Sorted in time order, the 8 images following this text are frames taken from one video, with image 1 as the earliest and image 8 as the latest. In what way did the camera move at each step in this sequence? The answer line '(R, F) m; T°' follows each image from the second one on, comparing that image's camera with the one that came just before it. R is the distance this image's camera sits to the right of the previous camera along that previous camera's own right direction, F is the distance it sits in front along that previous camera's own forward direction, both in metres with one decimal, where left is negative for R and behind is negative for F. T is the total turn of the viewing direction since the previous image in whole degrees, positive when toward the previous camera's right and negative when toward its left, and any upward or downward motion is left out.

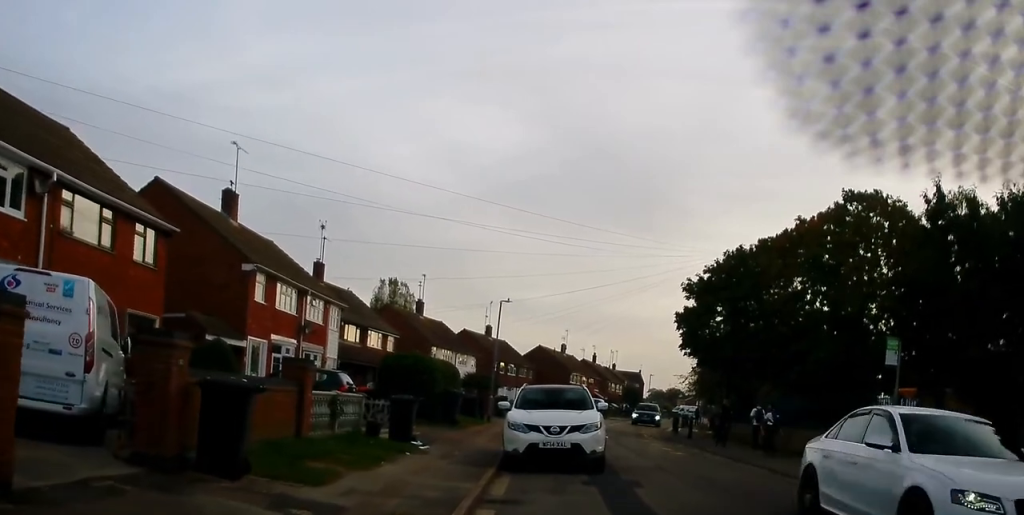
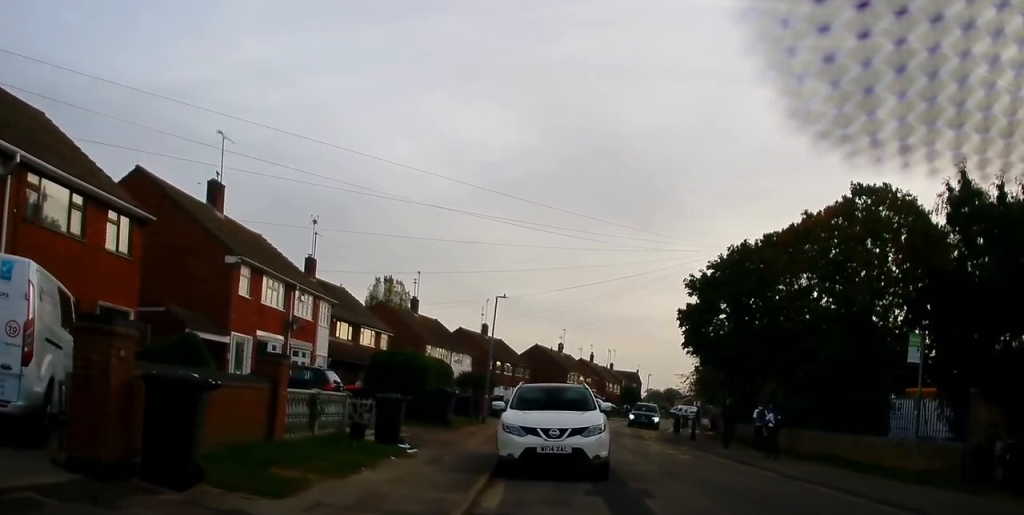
(-0.1, +1.4) m; -2°
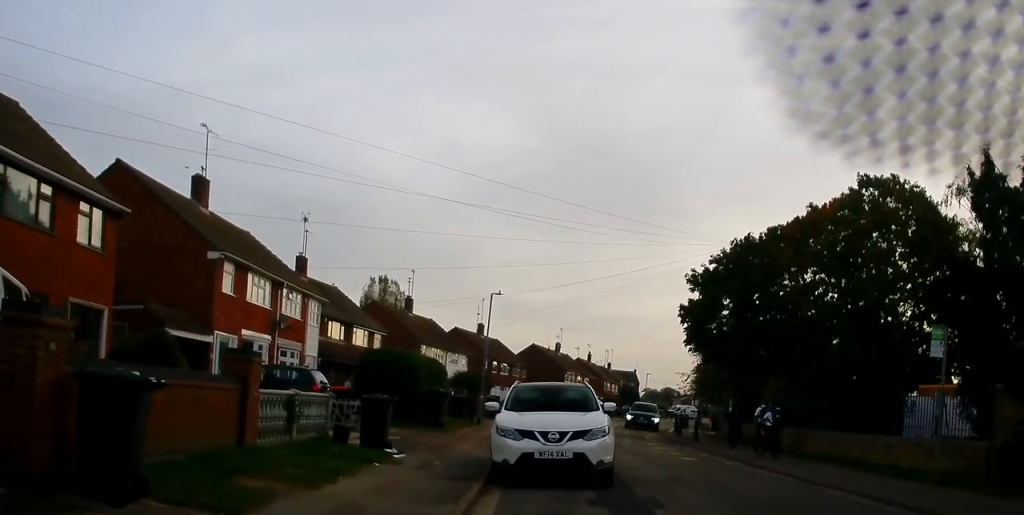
(0.0, +1.3) m; -3°
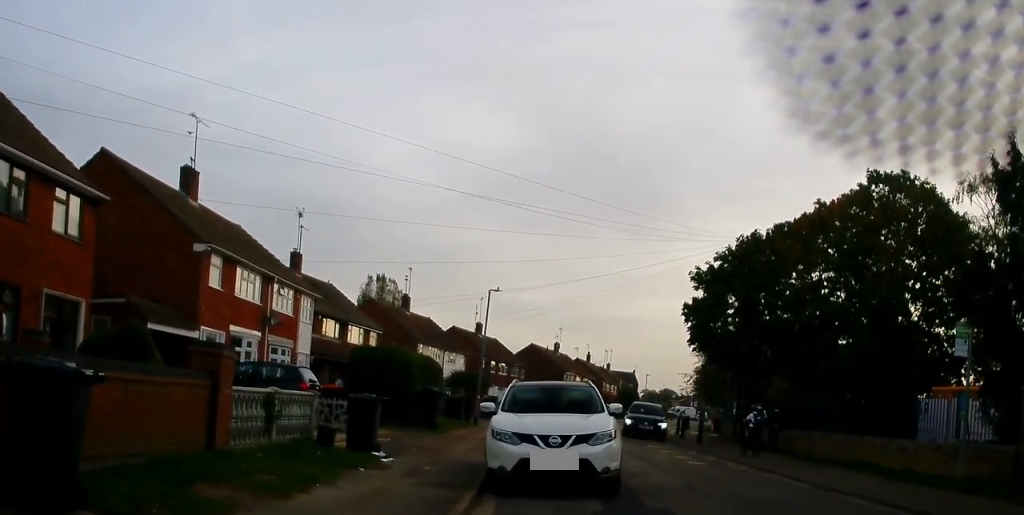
(-0.1, +1.8) m; -5°
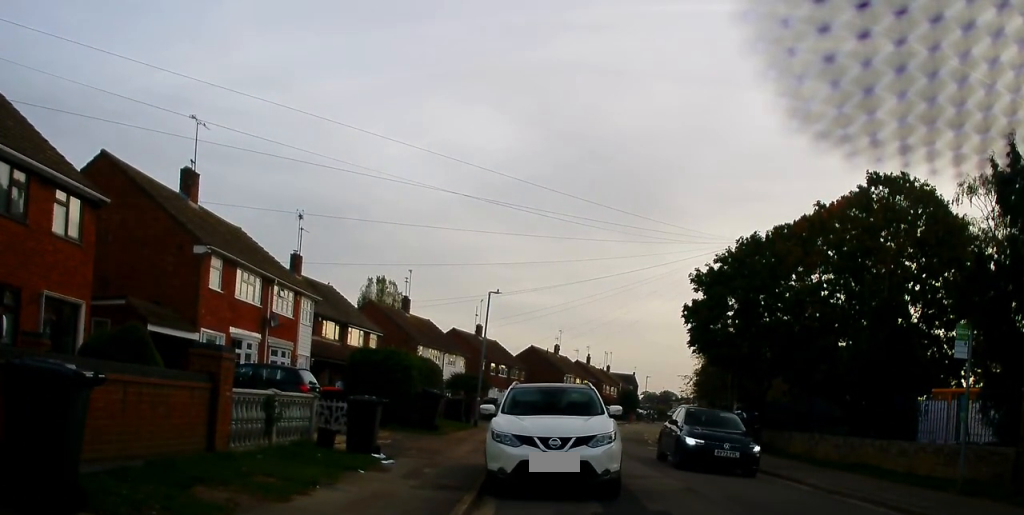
(-0.1, +0.4) m; 0°
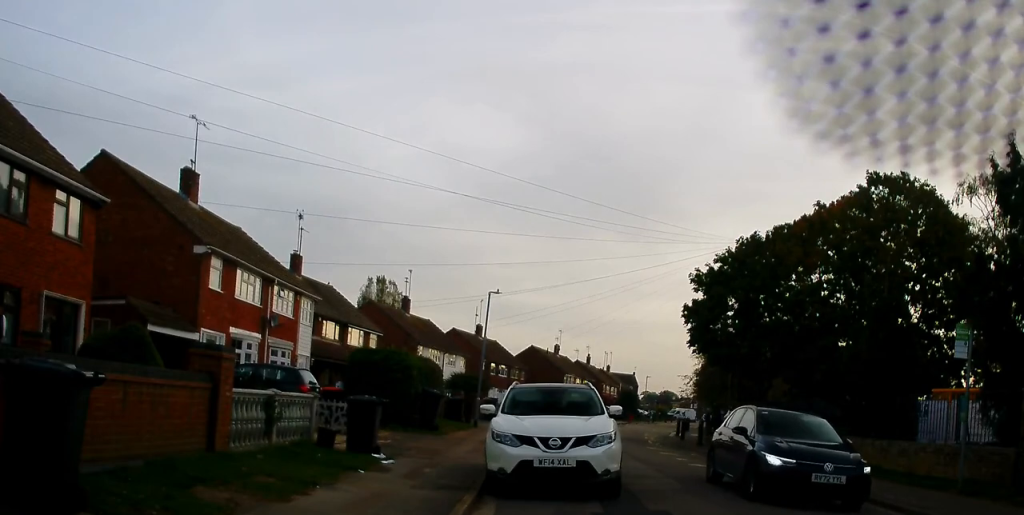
(0.0, 0.0) m; 0°
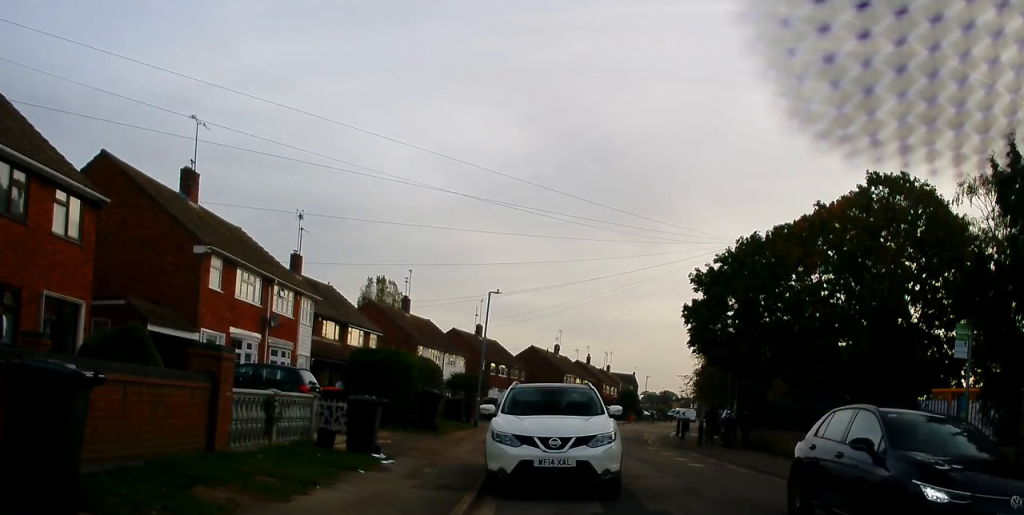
(0.0, 0.0) m; 0°
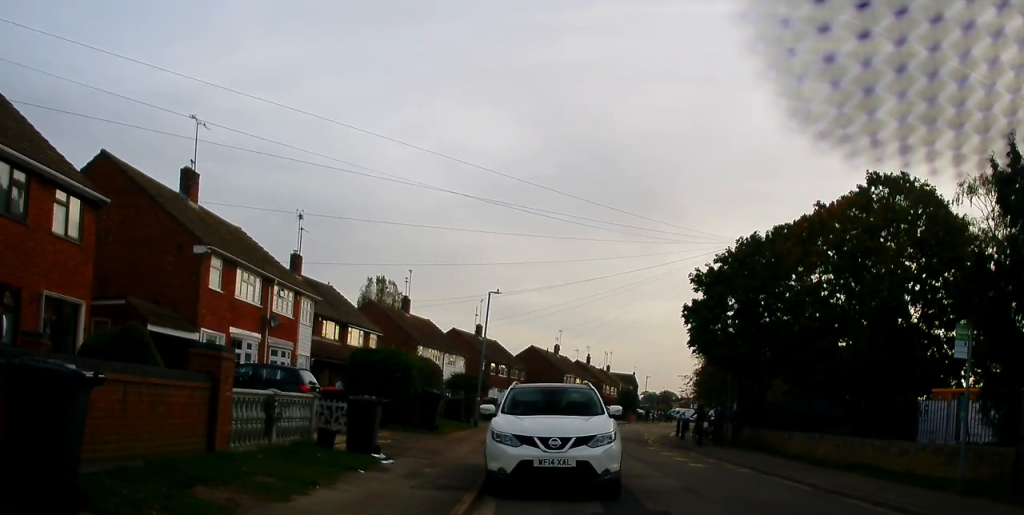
(0.0, 0.0) m; 0°
